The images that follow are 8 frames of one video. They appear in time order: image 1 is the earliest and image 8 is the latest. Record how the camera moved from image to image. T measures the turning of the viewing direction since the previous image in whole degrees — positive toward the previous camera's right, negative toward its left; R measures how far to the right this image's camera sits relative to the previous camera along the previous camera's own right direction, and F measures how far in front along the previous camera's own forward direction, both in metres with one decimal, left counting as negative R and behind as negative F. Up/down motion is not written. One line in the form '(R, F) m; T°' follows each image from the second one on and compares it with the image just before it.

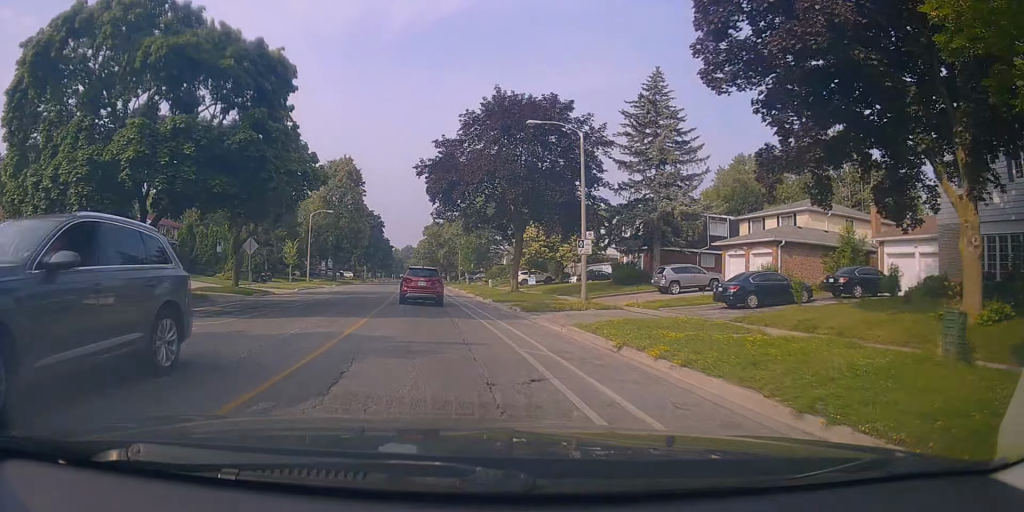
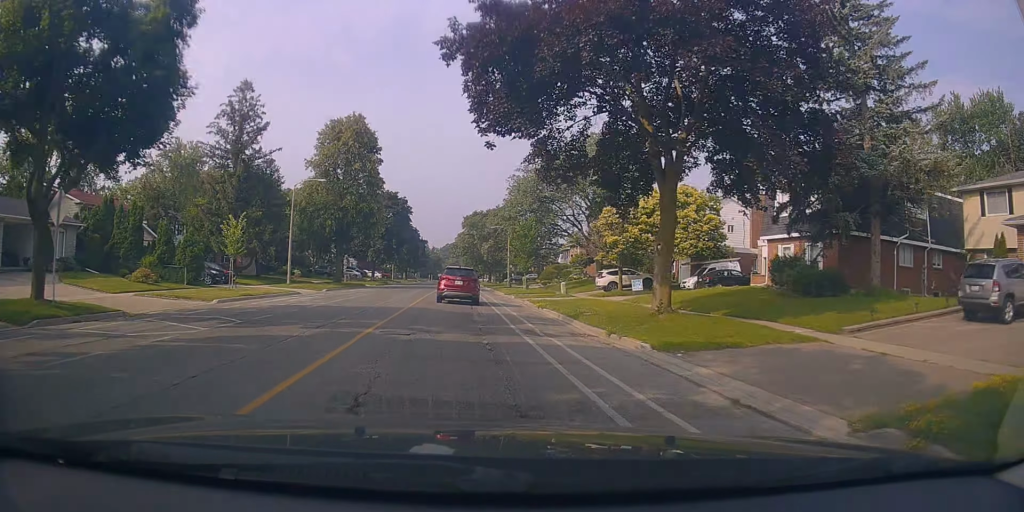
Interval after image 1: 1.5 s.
(-0.5, +20.8) m; -4°
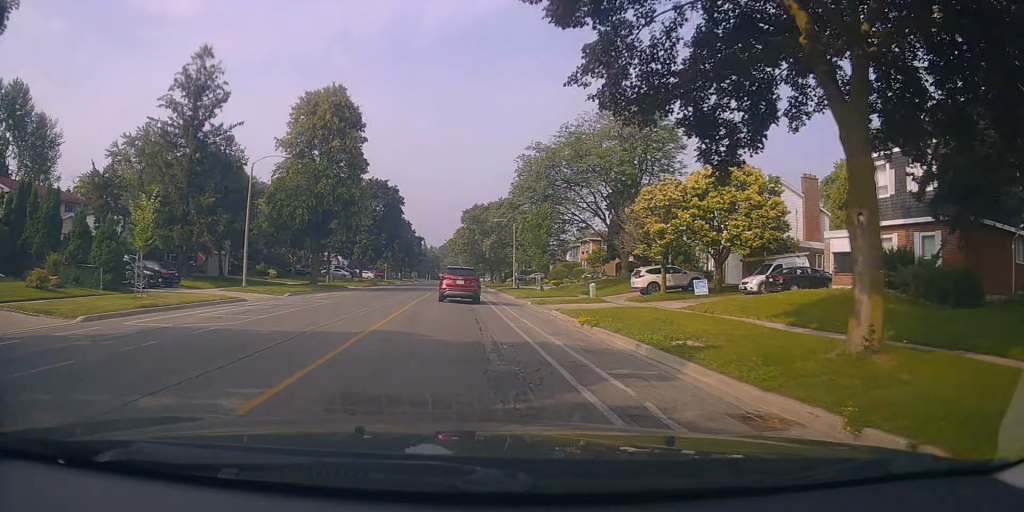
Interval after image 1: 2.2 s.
(-0.4, +9.0) m; -2°
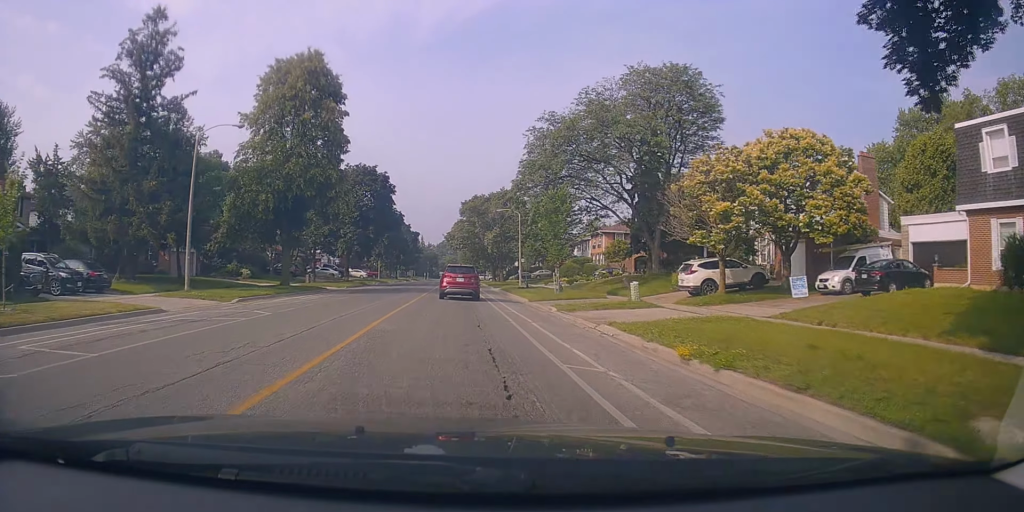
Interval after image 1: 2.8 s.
(0.0, +7.5) m; 0°
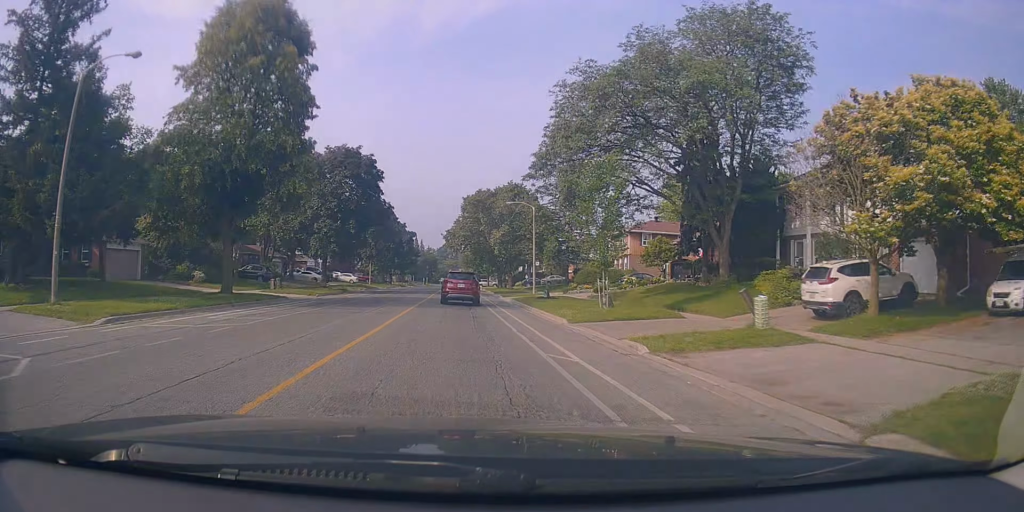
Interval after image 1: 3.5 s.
(0.0, +10.2) m; 0°
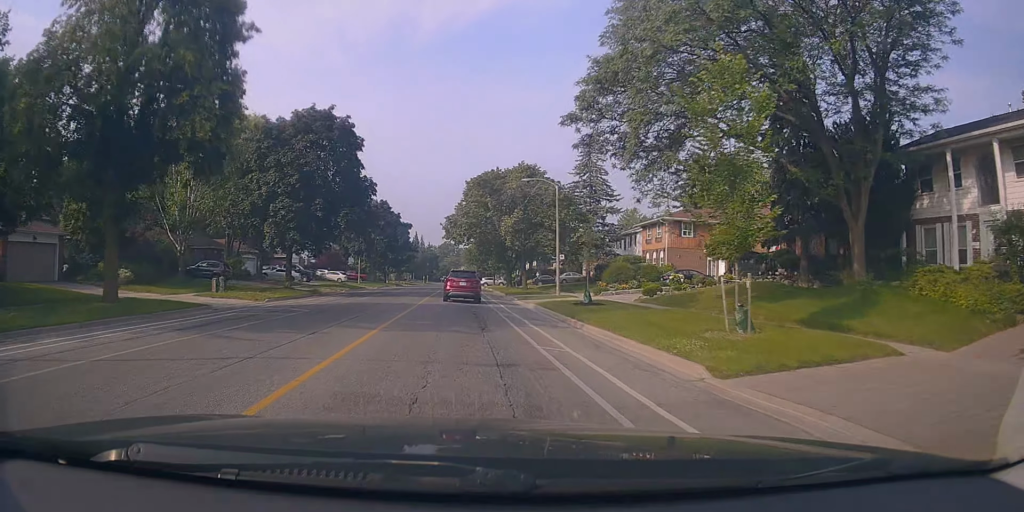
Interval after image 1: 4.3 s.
(0.0, +10.8) m; 0°
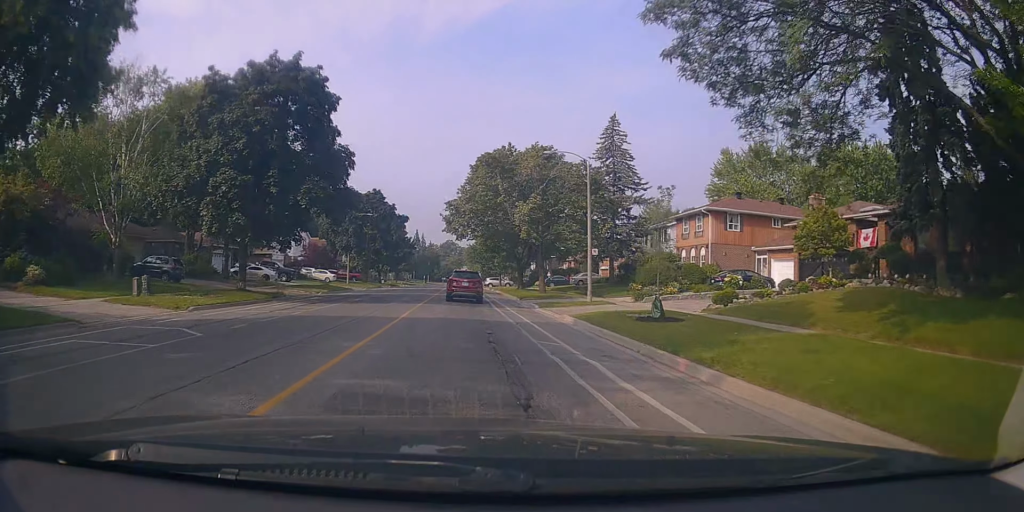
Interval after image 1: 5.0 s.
(0.0, +8.6) m; +1°
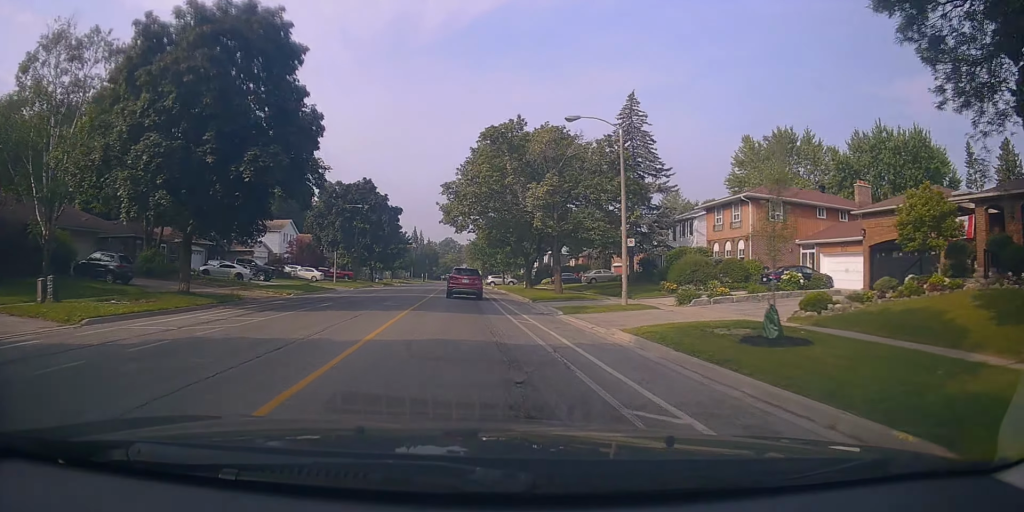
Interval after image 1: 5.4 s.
(0.0, +6.4) m; 0°
